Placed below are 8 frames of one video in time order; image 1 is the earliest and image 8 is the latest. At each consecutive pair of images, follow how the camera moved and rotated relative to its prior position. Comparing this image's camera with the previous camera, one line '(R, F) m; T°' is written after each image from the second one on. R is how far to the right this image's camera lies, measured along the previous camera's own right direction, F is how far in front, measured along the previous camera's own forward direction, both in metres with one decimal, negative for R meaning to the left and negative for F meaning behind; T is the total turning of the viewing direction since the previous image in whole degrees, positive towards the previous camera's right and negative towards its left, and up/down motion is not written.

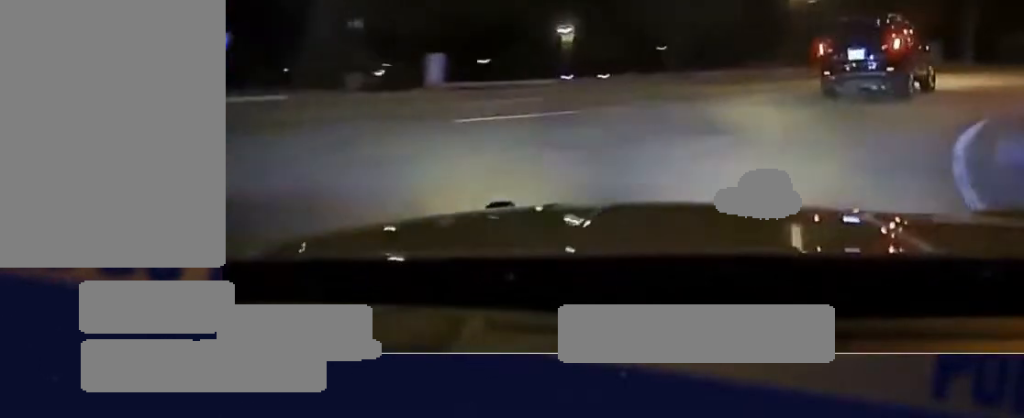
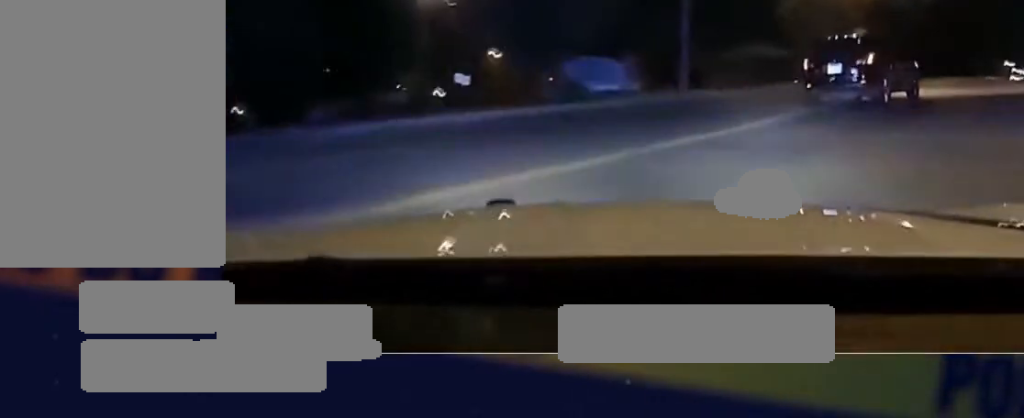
(+5.1, +17.7) m; +23°
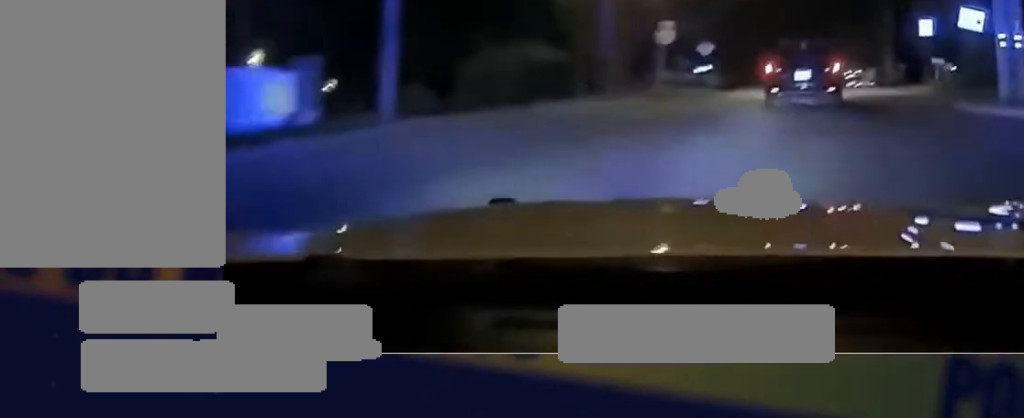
(+1.3, +10.0) m; +8°
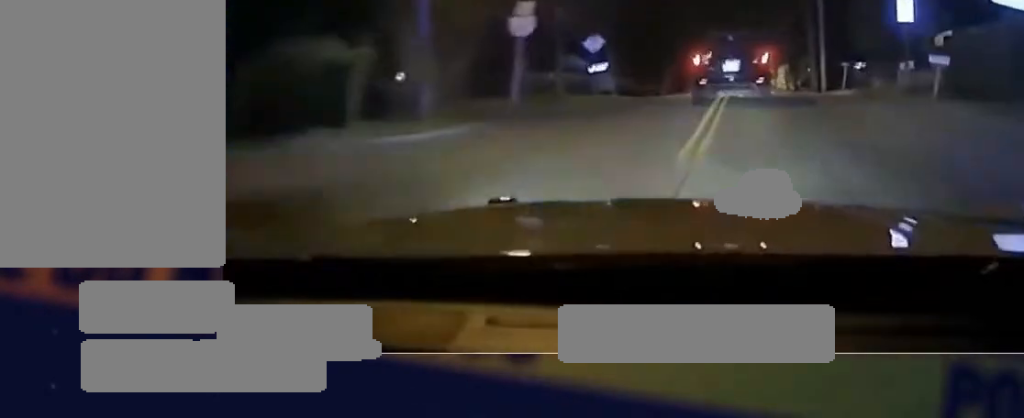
(+0.4, +8.2) m; +2°
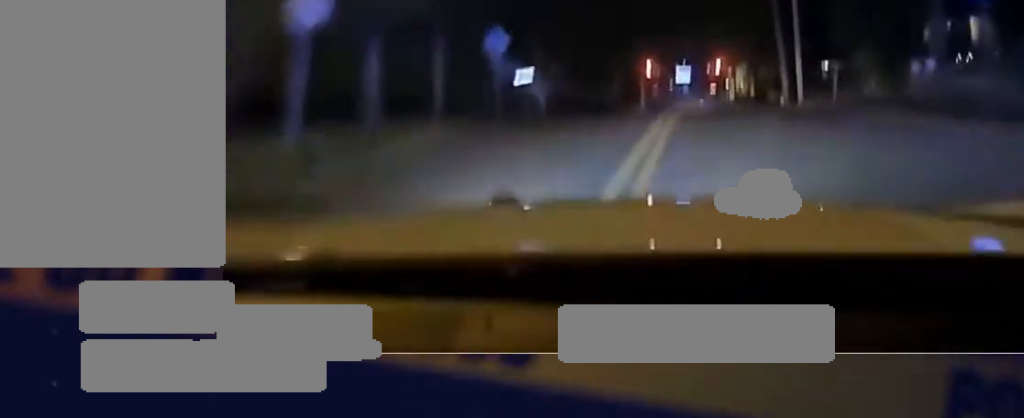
(+0.1, +6.8) m; +1°
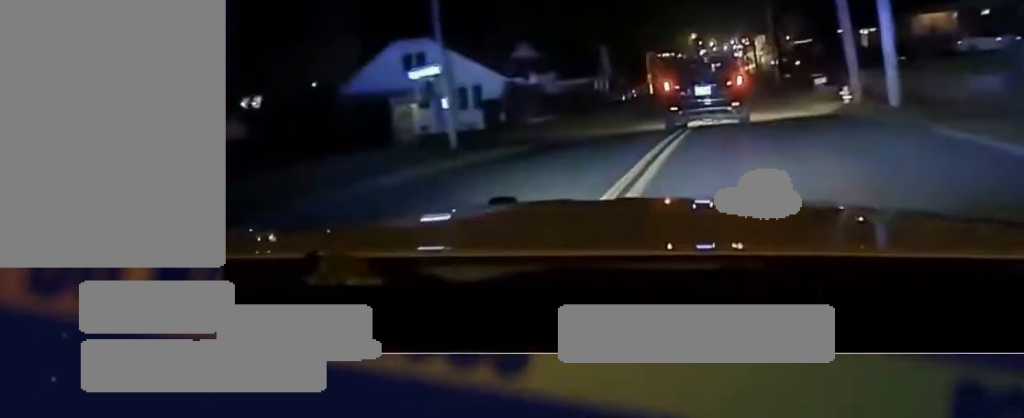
(+0.1, +16.7) m; -1°
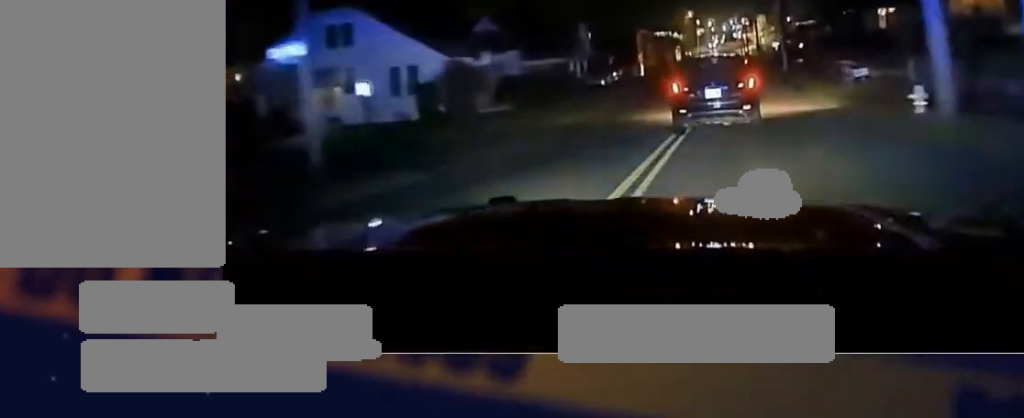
(-0.1, +9.5) m; 0°
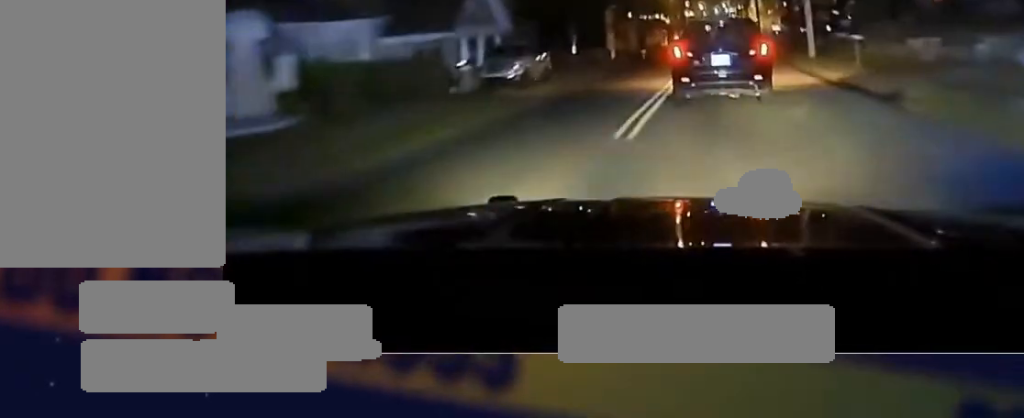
(-0.3, +21.2) m; -1°
